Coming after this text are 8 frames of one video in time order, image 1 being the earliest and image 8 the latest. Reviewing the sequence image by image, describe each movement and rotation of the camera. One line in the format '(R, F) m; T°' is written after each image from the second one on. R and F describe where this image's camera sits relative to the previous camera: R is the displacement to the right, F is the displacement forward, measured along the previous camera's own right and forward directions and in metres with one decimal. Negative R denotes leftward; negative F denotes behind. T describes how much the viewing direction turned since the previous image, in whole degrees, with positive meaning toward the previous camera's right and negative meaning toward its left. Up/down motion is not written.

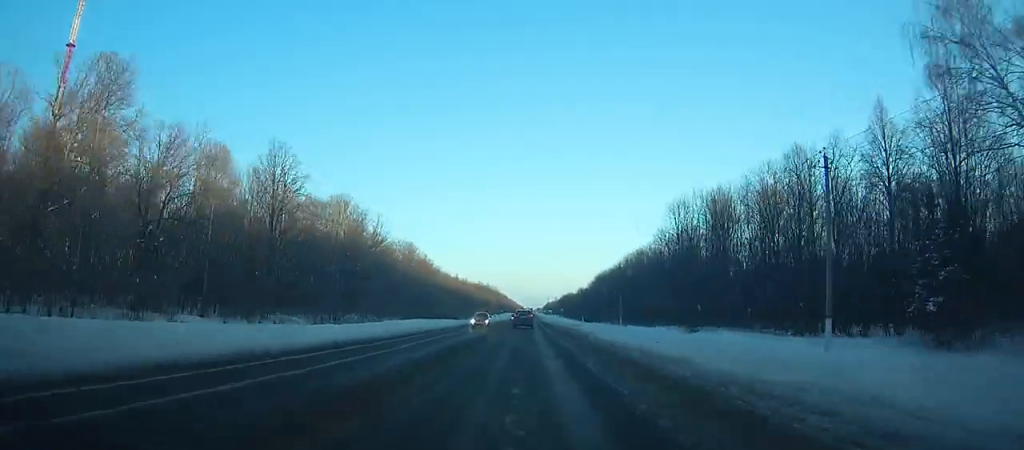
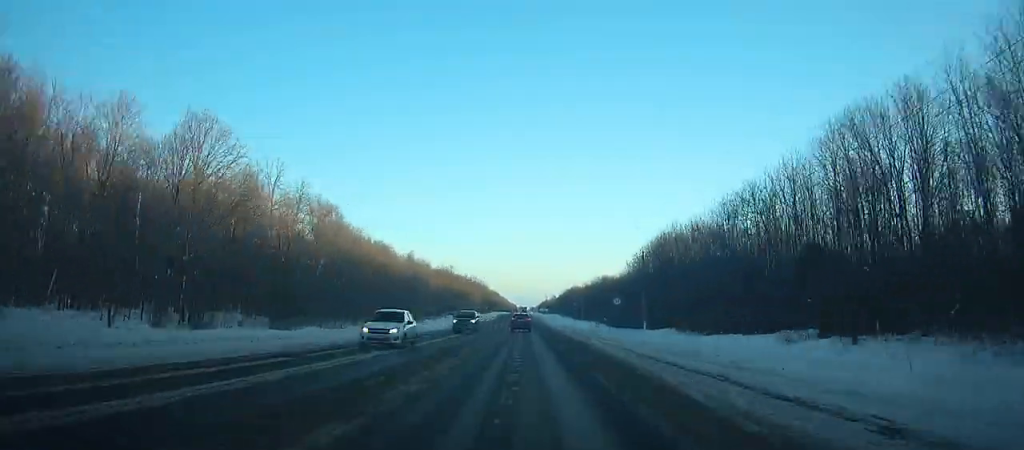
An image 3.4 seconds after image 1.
(+0.7, +80.5) m; +1°
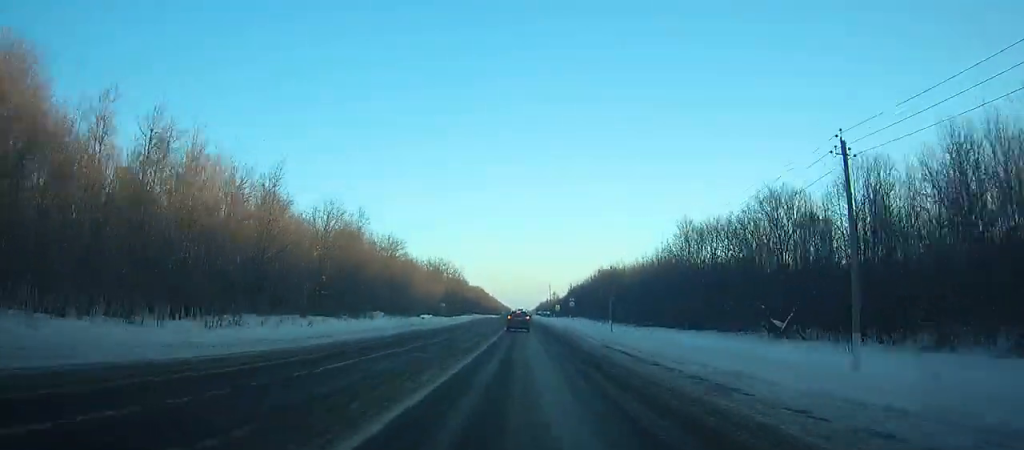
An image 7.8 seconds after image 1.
(+0.4, +98.1) m; 0°
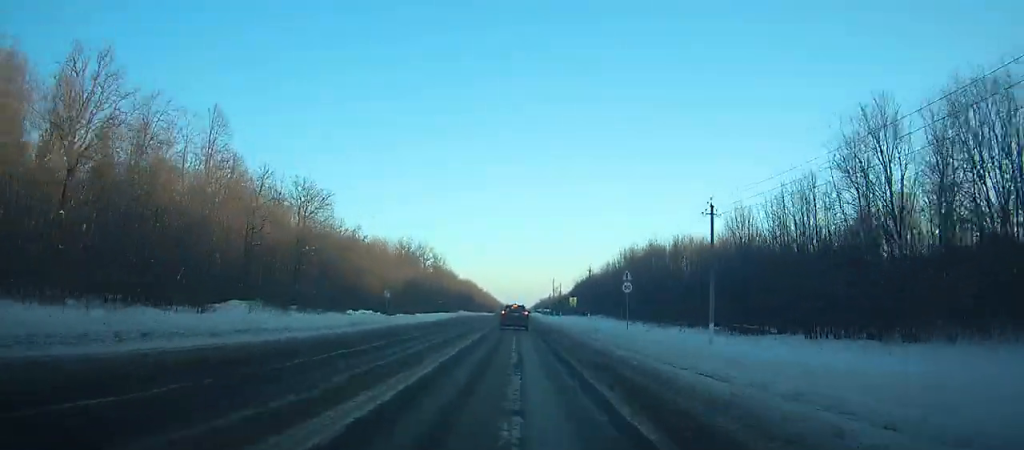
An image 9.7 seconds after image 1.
(+0.1, +39.6) m; 0°
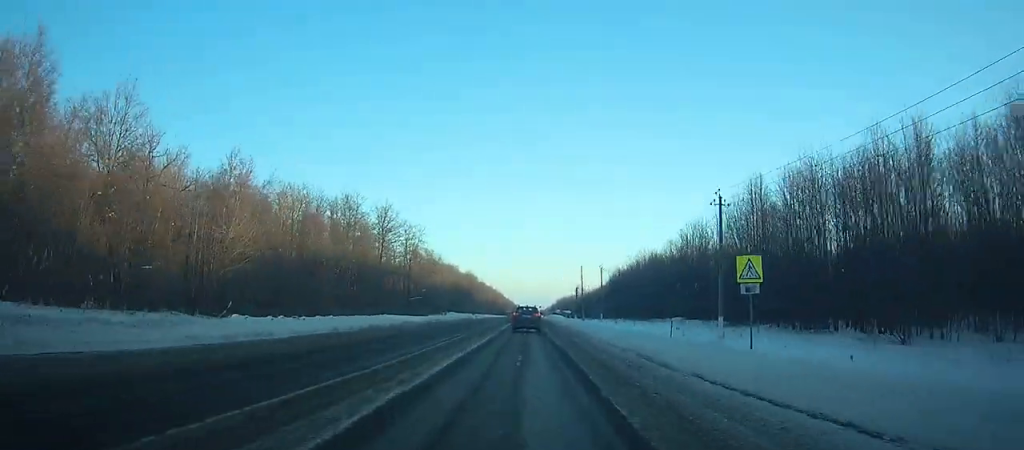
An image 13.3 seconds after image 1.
(-0.5, +64.1) m; -1°
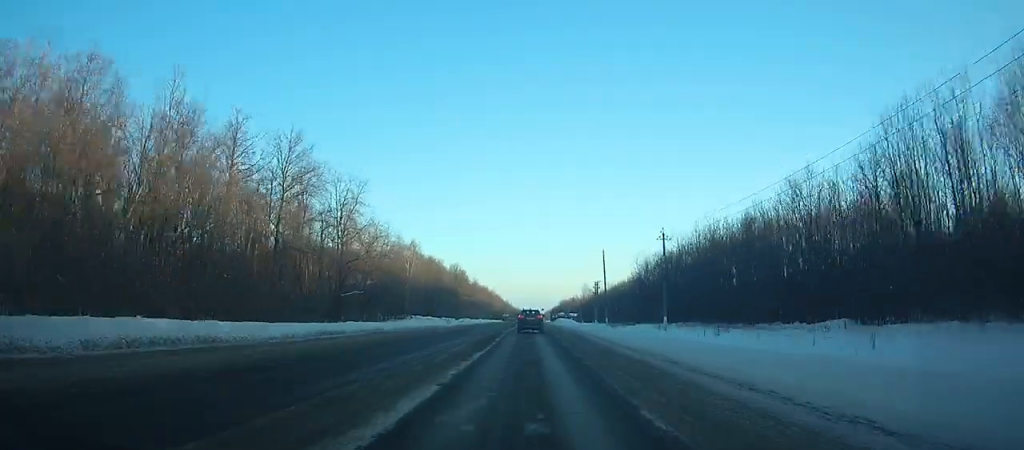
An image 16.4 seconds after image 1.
(-0.3, +48.0) m; 0°
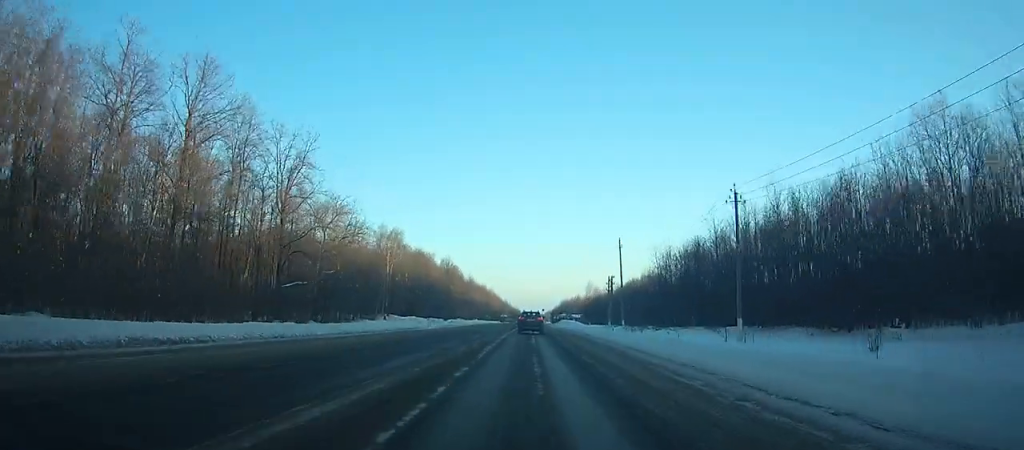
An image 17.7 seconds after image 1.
(+0.1, +18.9) m; 0°
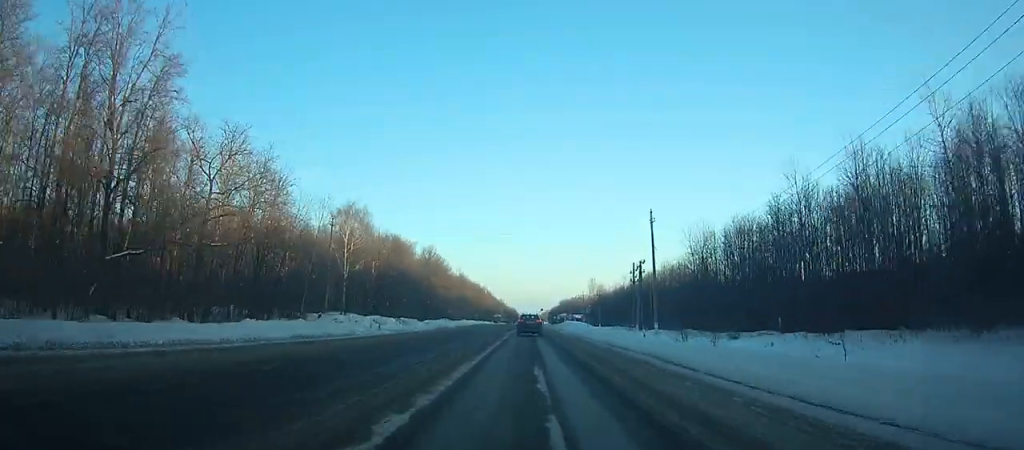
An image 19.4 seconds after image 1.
(+0.1, +24.4) m; 0°
